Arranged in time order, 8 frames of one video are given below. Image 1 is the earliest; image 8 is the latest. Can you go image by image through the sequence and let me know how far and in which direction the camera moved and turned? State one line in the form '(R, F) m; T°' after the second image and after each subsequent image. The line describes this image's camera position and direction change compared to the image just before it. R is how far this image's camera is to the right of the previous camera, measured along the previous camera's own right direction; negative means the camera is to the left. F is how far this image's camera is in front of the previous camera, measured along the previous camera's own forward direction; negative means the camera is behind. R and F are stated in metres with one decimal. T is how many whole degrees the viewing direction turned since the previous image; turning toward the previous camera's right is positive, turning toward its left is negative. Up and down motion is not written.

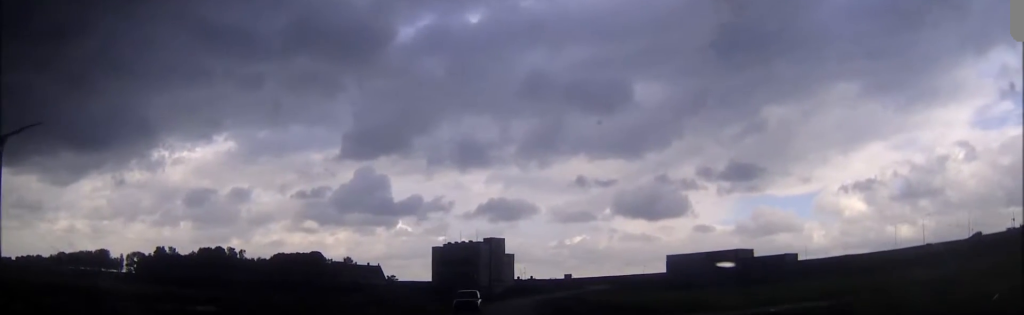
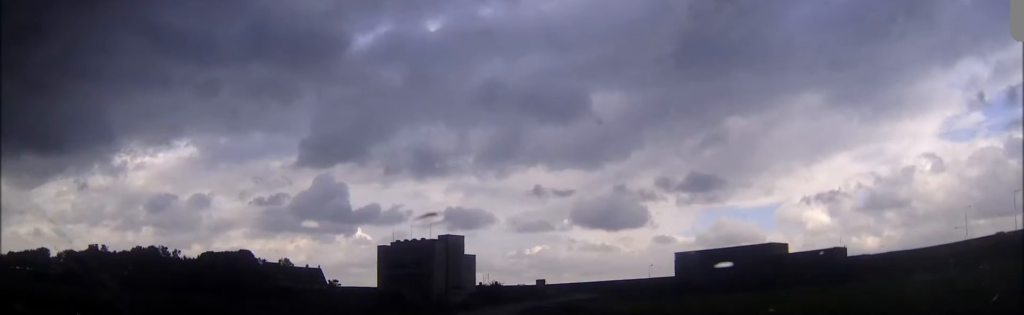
(+1.5, +47.7) m; +3°
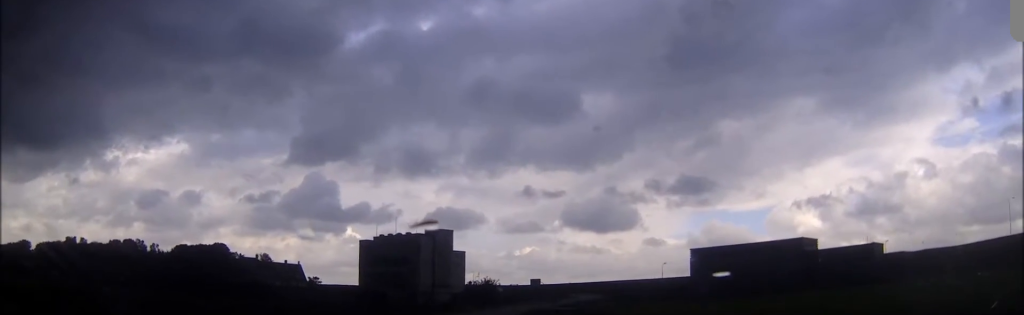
(0.0, +18.5) m; +1°
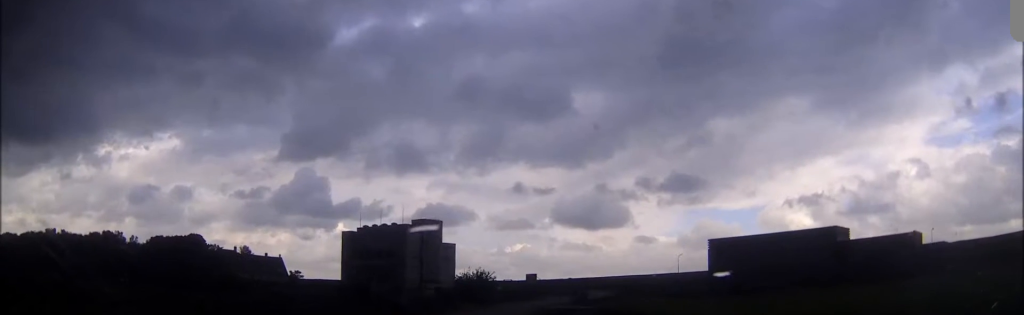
(+0.1, +16.7) m; +1°
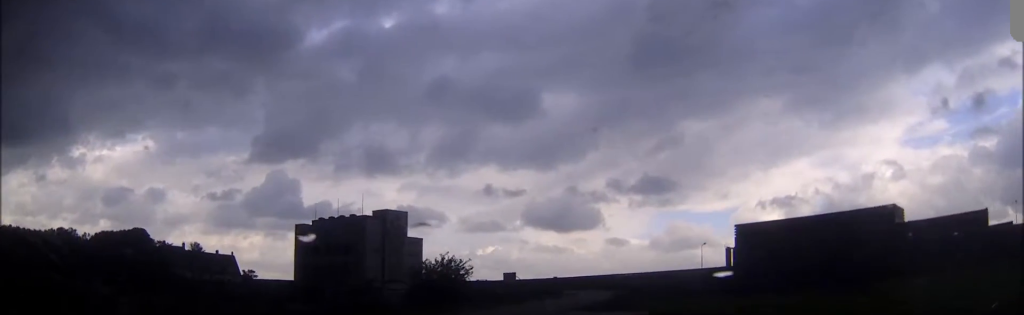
(+0.3, +27.8) m; +2°
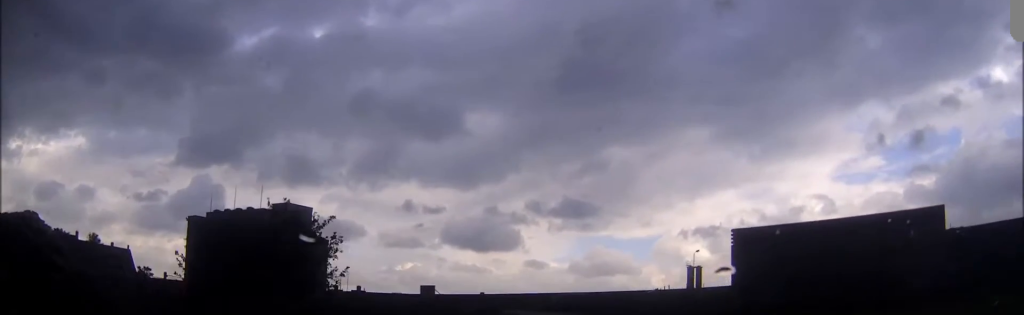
(+0.6, +29.0) m; +4°
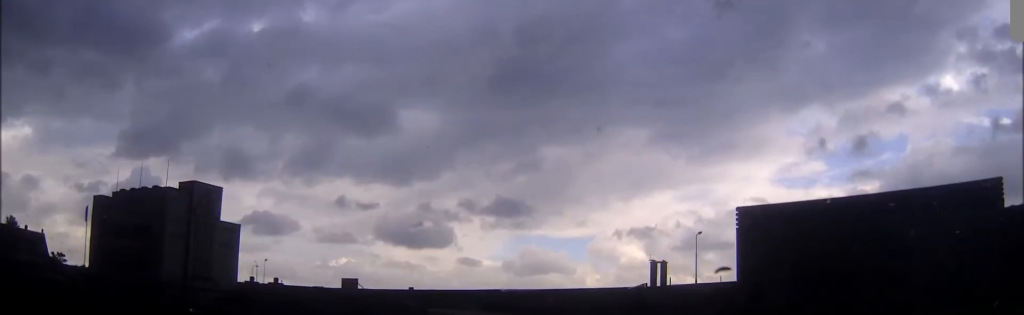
(+0.9, +20.6) m; +4°
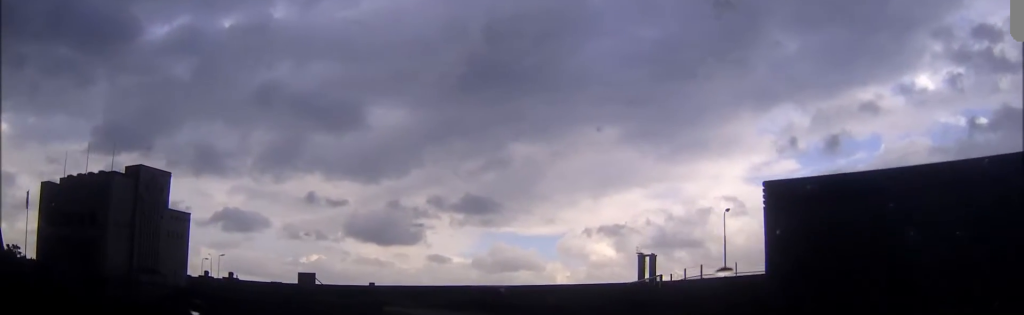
(+0.3, +12.7) m; +2°
